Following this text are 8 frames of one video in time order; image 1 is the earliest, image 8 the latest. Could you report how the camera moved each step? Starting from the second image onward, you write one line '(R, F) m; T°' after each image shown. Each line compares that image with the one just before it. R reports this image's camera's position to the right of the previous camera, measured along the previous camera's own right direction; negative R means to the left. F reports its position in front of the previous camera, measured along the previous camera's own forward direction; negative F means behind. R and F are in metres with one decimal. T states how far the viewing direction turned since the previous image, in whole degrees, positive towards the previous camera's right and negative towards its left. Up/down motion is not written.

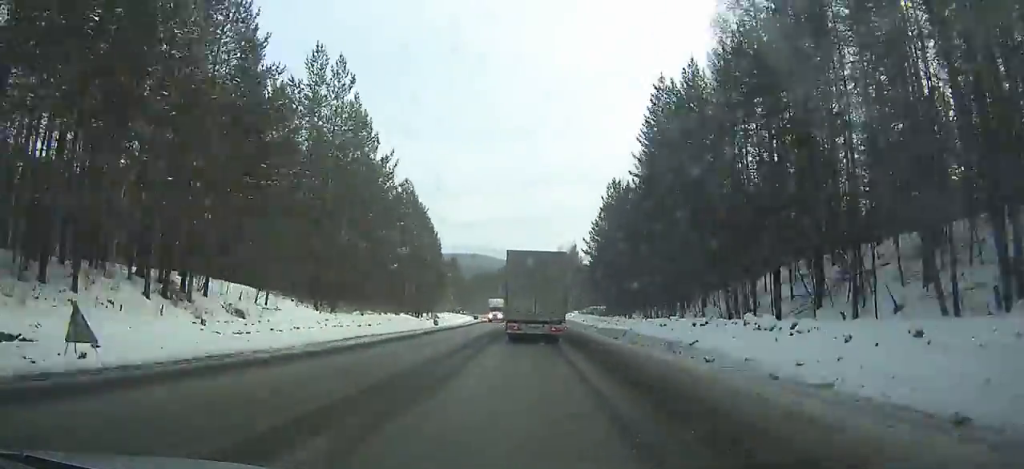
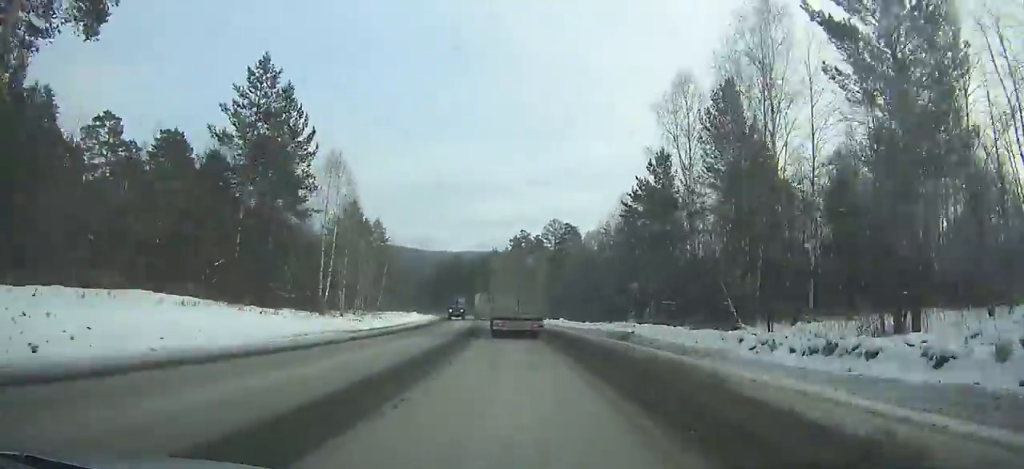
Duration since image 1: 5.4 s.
(-2.1, +108.1) m; -4°
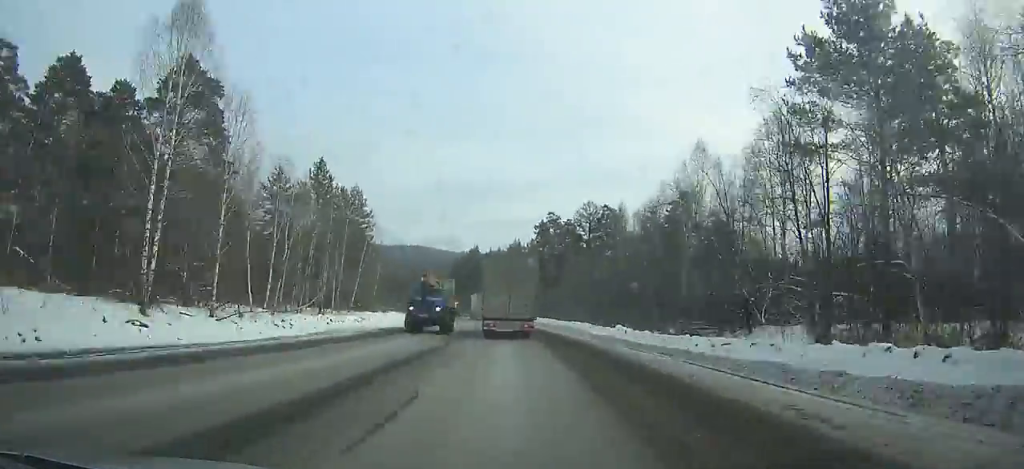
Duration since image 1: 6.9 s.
(0.0, +31.0) m; -2°
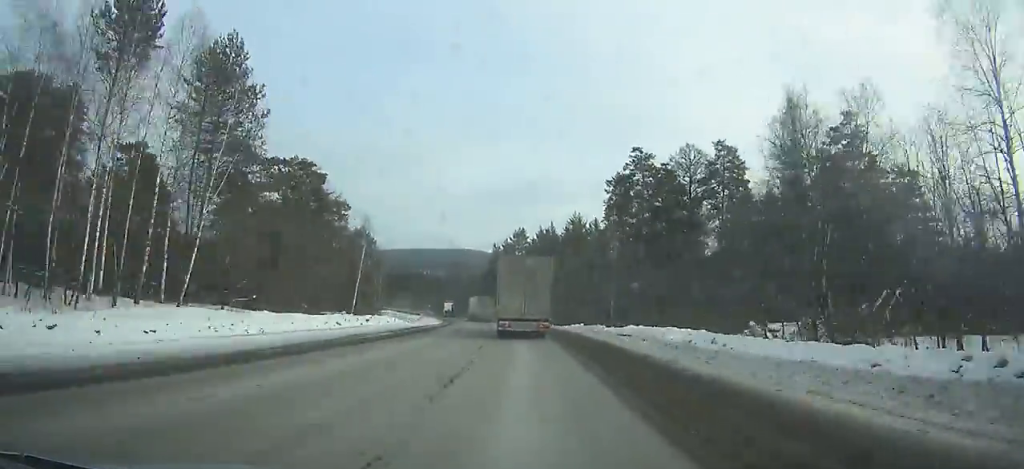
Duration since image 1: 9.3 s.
(-1.6, +51.7) m; -5°
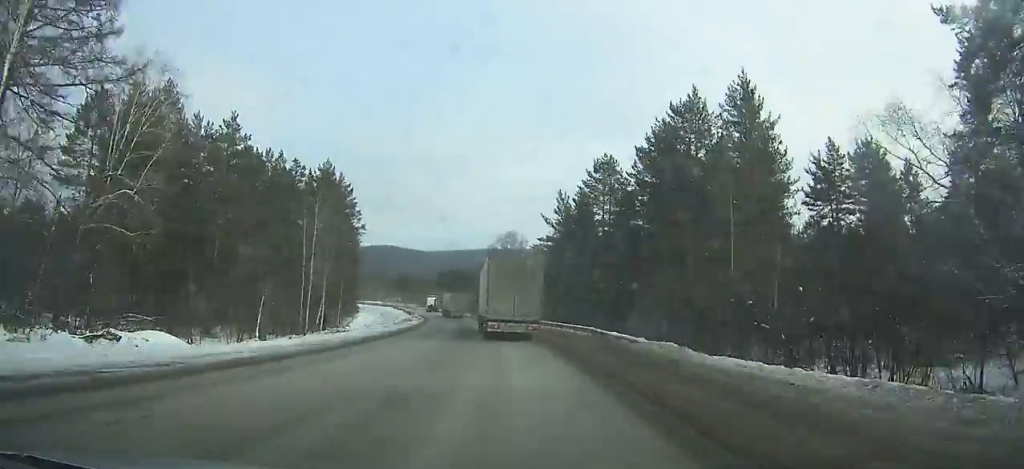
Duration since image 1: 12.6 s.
(-5.4, +72.9) m; -8°
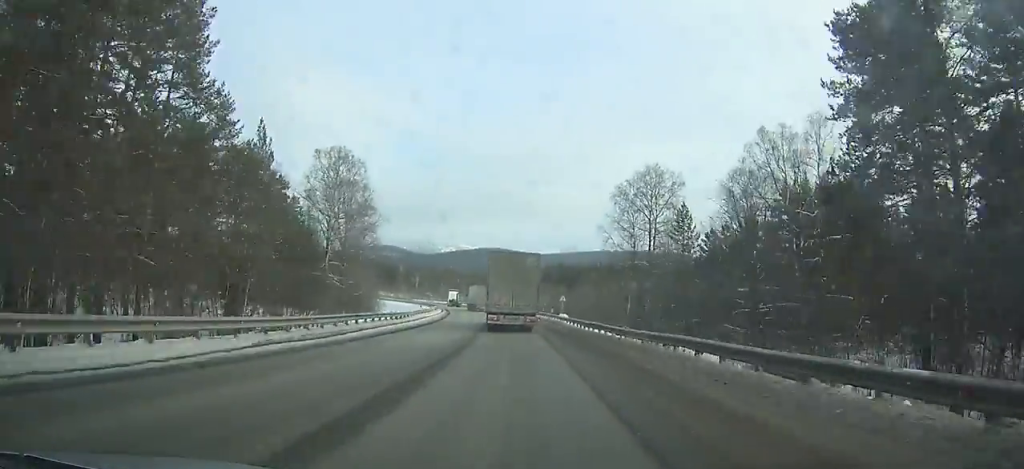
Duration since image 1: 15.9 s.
(-4.3, +75.6) m; -8°
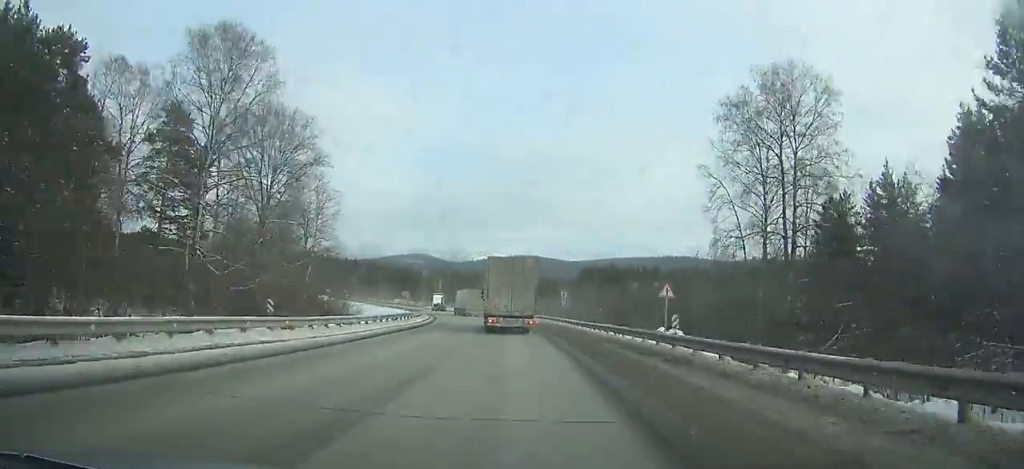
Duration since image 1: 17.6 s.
(-2.6, +39.9) m; -5°
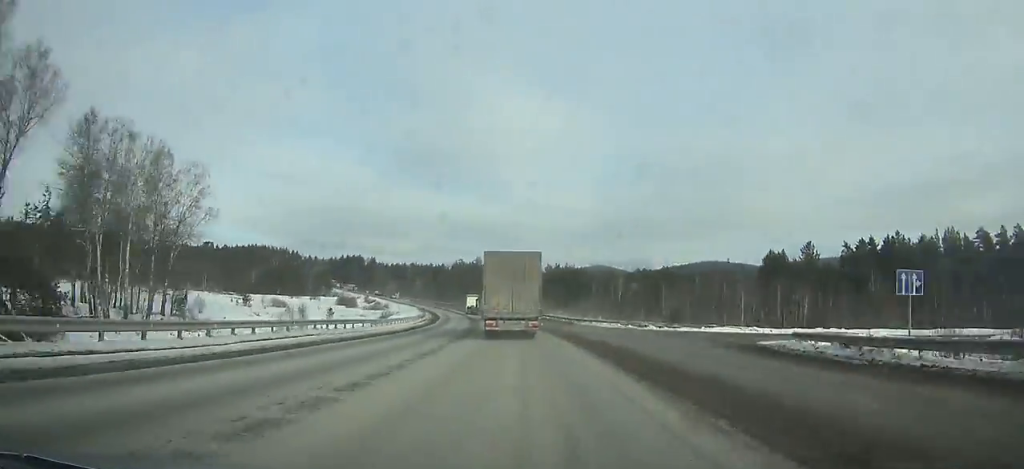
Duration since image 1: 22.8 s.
(-17.6, +121.1) m; -17°
